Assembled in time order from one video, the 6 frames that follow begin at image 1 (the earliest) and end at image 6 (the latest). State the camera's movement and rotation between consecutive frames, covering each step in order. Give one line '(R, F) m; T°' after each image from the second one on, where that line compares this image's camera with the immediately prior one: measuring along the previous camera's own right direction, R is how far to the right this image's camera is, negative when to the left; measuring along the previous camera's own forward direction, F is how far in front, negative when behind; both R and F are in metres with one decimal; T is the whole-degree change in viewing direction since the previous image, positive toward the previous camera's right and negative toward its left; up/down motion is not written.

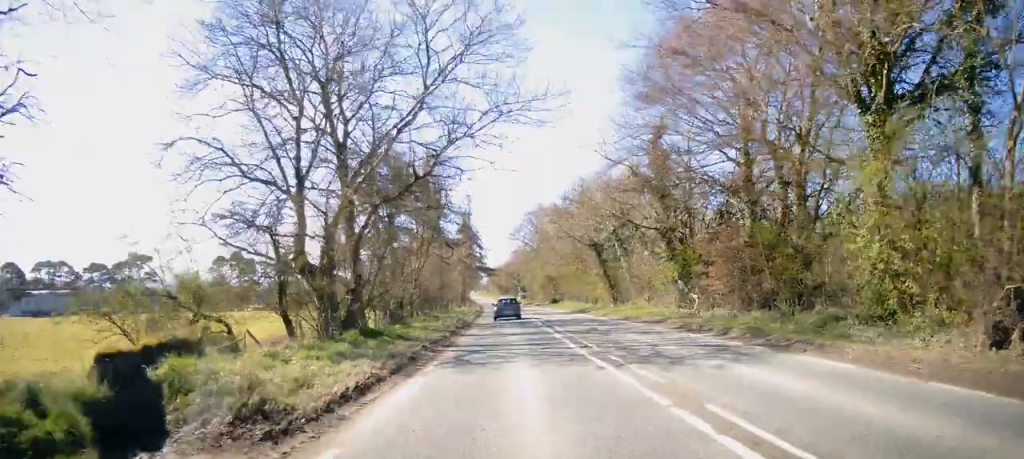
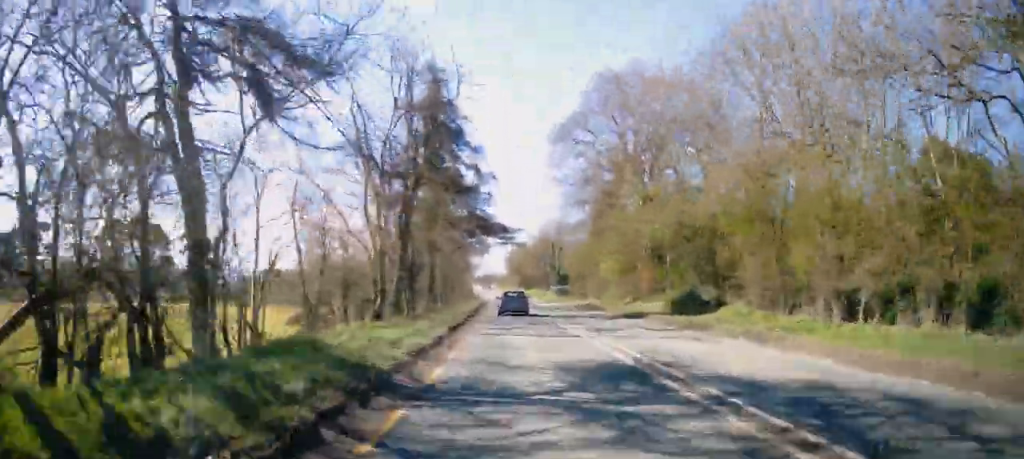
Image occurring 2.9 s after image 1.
(-0.1, +57.0) m; -1°
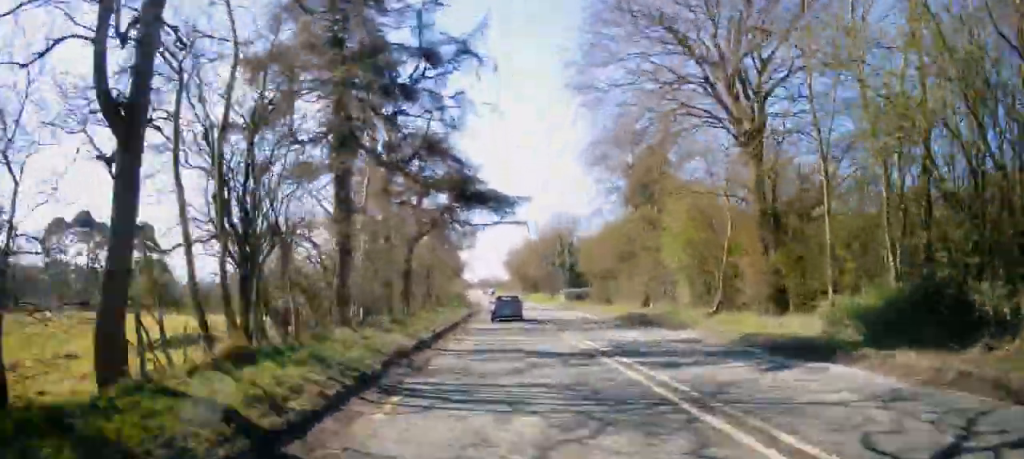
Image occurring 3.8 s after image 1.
(-0.1, +17.9) m; 0°
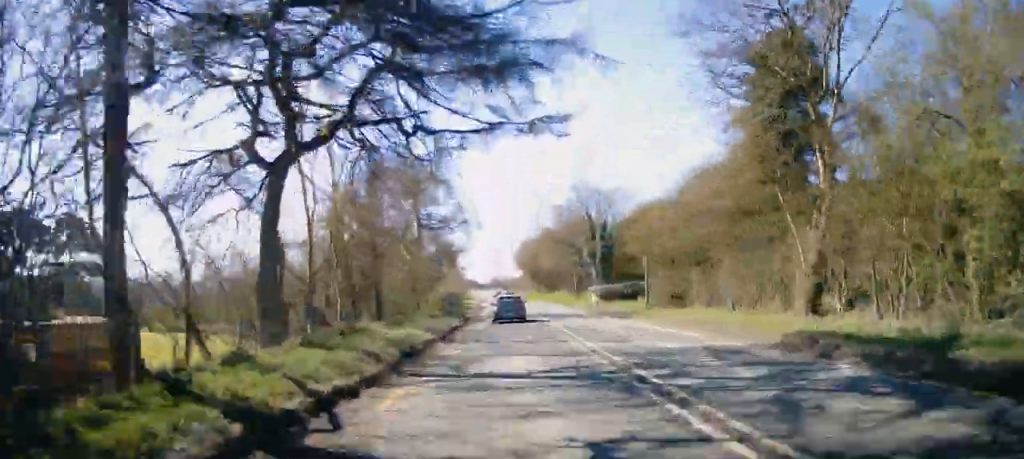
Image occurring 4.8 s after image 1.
(0.0, +19.7) m; -1°
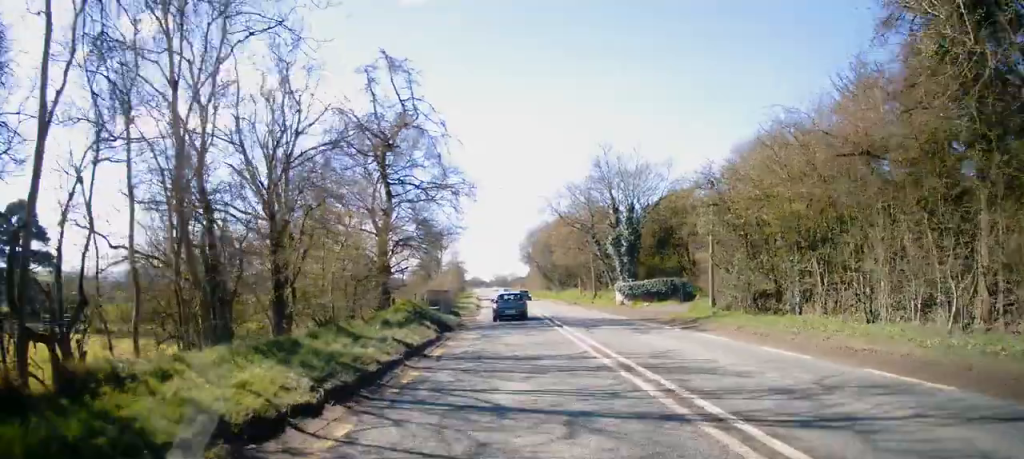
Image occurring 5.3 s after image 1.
(0.0, +11.0) m; -1°
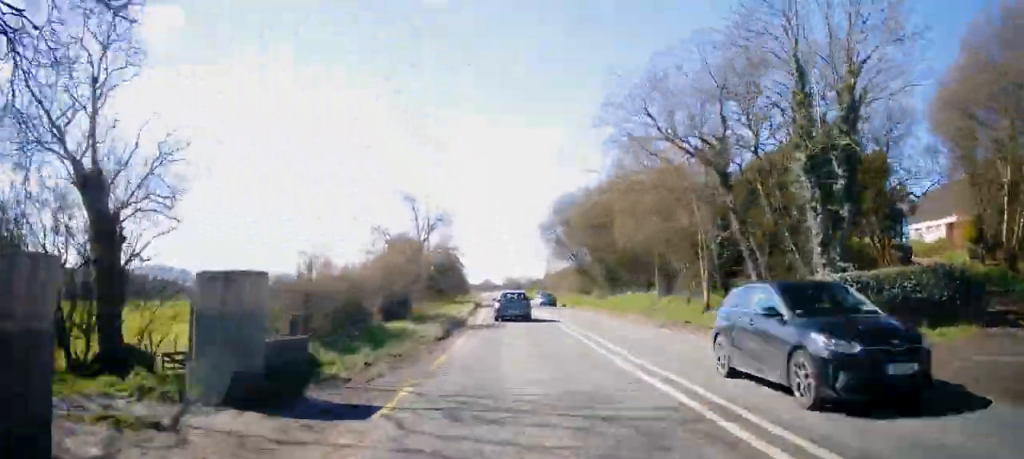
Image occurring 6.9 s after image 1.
(-0.4, +30.5) m; -2°
